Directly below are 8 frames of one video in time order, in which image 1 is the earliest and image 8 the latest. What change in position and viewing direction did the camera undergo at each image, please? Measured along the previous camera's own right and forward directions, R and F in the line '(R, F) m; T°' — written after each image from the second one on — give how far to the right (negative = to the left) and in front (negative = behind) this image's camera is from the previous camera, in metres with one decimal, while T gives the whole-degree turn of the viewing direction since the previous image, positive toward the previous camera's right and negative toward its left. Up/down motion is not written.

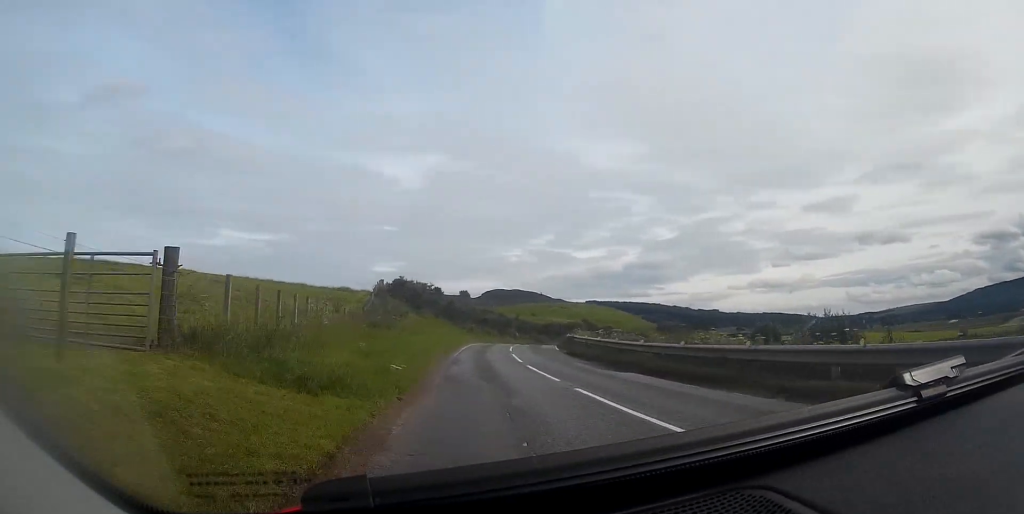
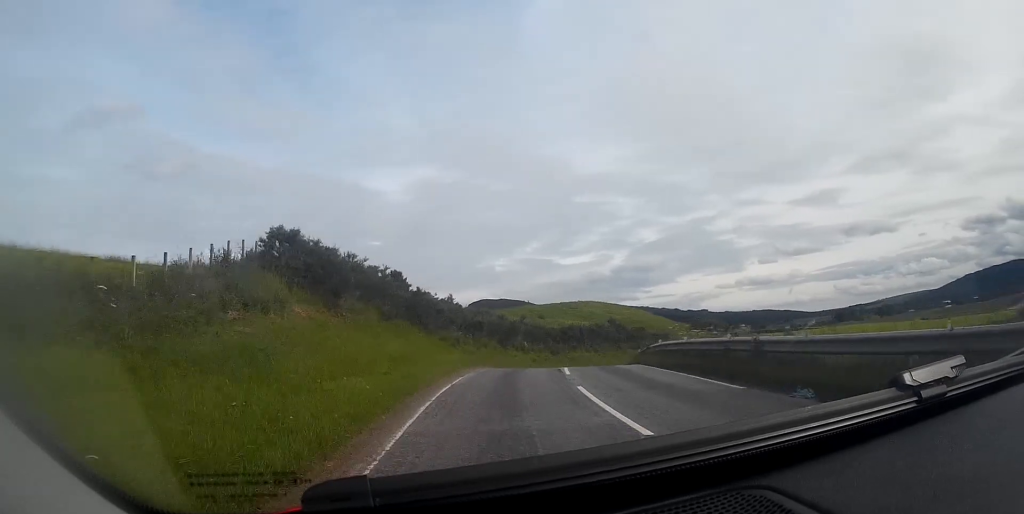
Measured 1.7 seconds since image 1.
(-0.6, +26.2) m; +1°
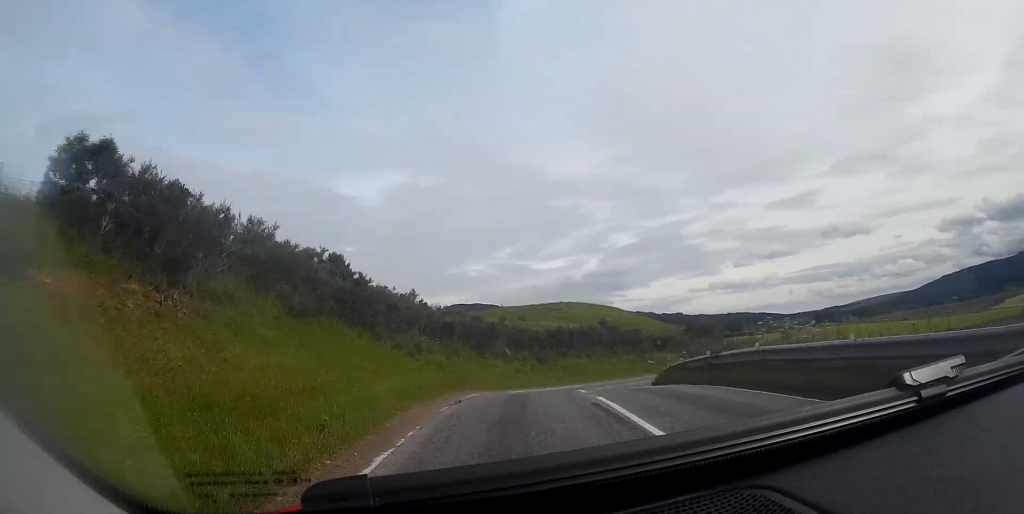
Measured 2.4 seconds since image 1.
(+0.1, +10.0) m; +3°
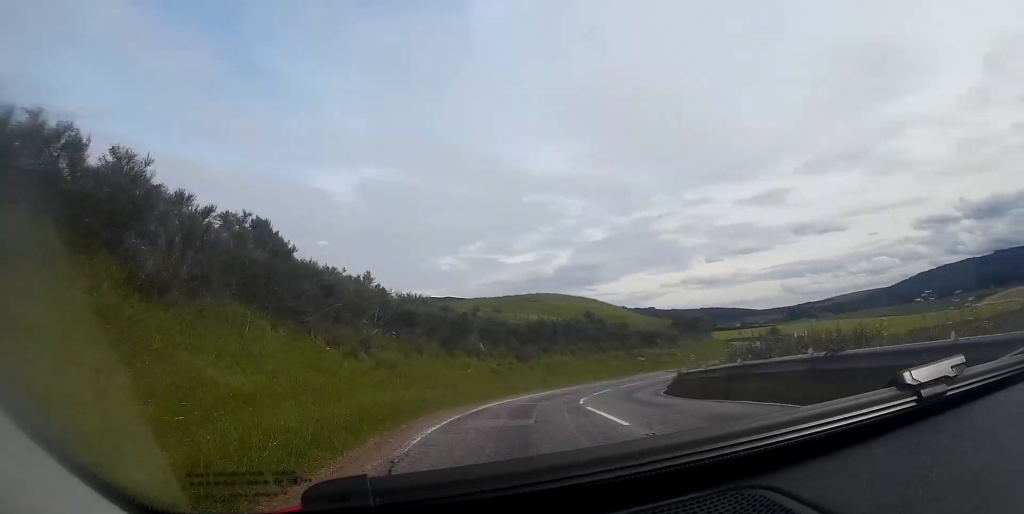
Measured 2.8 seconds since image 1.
(+0.3, +6.7) m; +3°
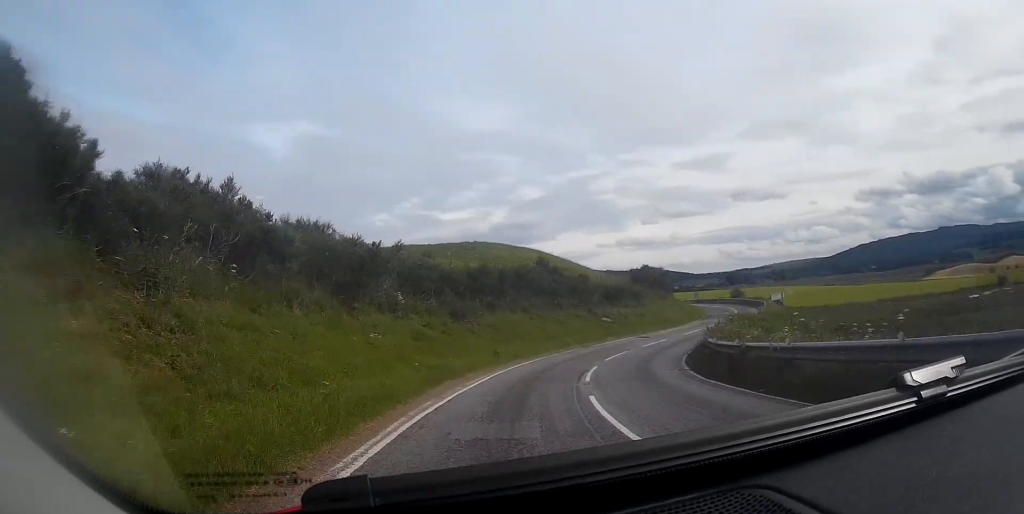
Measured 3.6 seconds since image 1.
(+0.4, +11.3) m; +5°
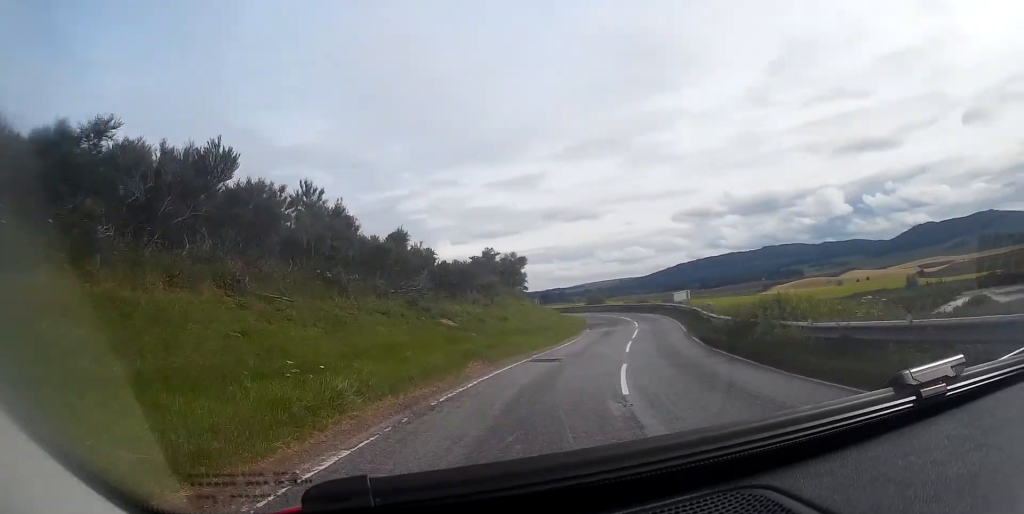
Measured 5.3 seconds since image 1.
(+2.6, +22.2) m; +18°
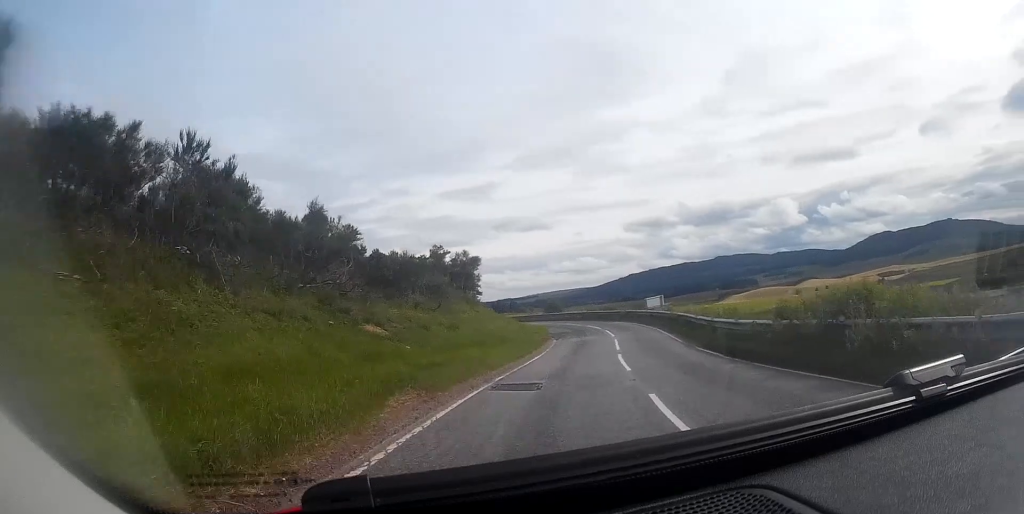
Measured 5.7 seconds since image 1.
(+0.6, +5.4) m; +4°
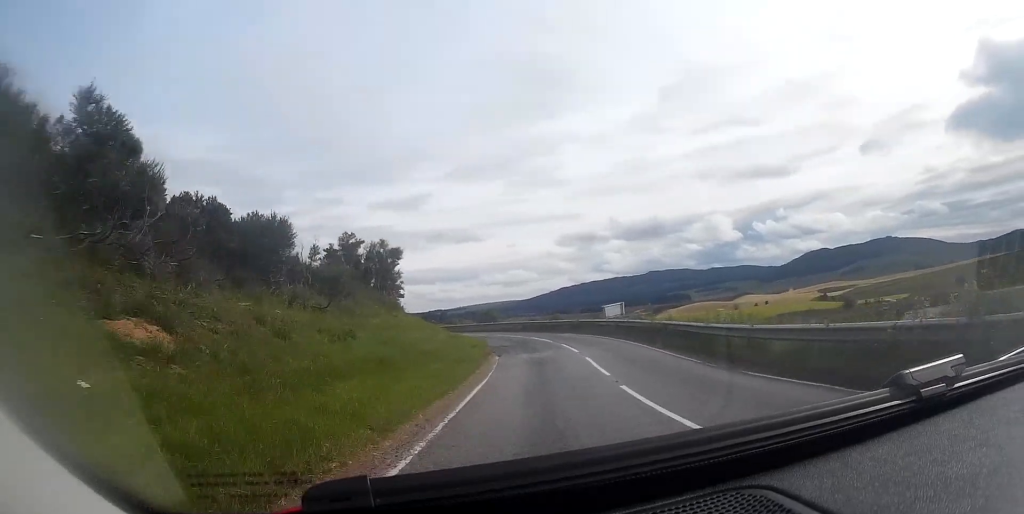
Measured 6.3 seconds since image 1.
(+0.3, +7.8) m; +6°
